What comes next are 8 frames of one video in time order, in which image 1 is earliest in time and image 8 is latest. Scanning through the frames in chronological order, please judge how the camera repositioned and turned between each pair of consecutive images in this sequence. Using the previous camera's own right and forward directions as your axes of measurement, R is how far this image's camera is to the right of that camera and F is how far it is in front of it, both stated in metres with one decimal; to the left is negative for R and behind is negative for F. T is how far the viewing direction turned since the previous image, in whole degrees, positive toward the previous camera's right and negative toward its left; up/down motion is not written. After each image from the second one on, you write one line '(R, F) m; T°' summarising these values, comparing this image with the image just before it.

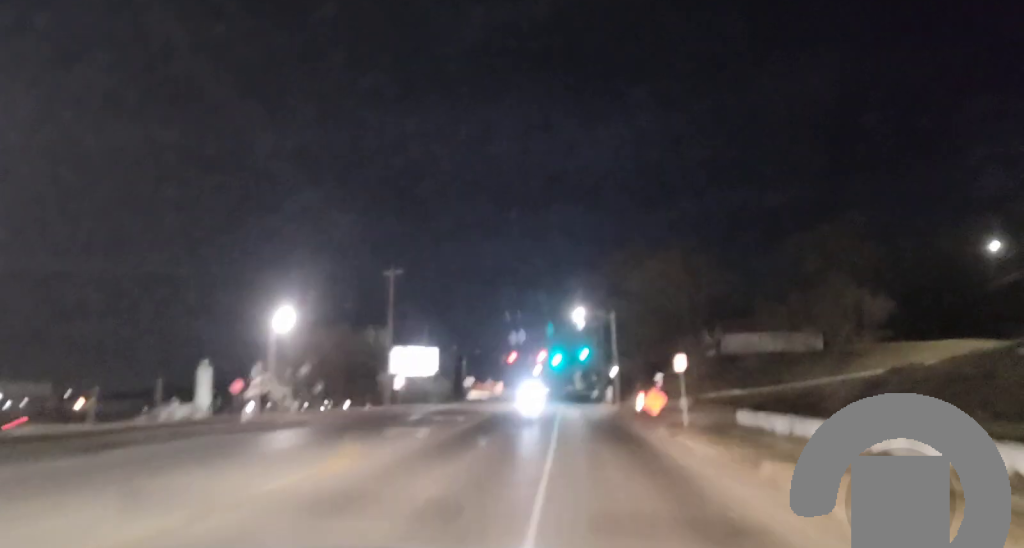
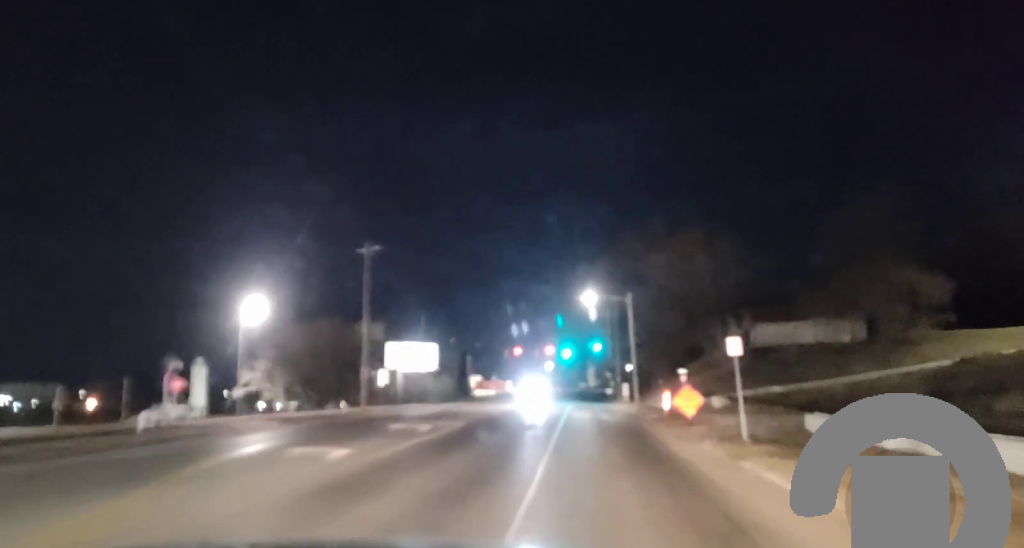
(0.0, +10.1) m; 0°
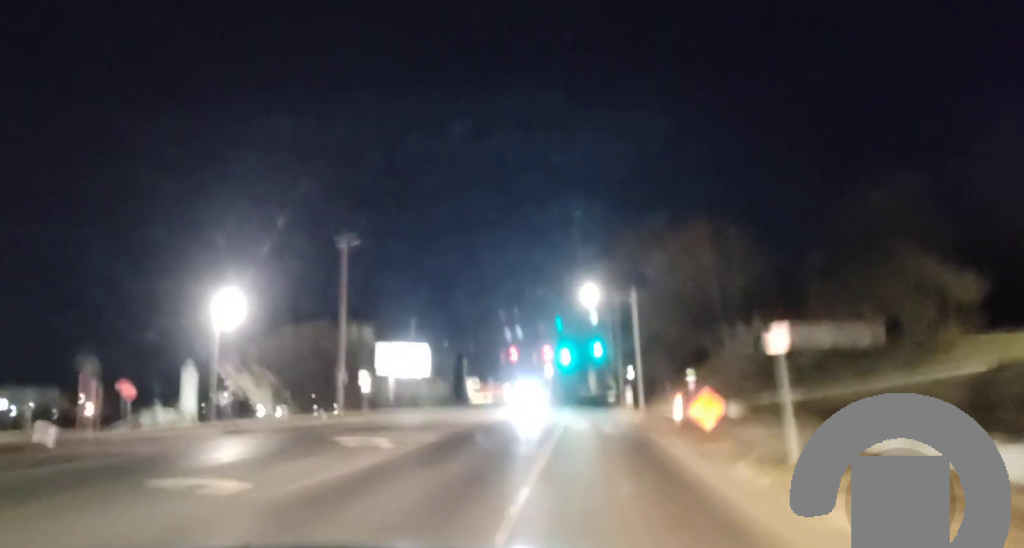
(0.0, +5.8) m; 0°
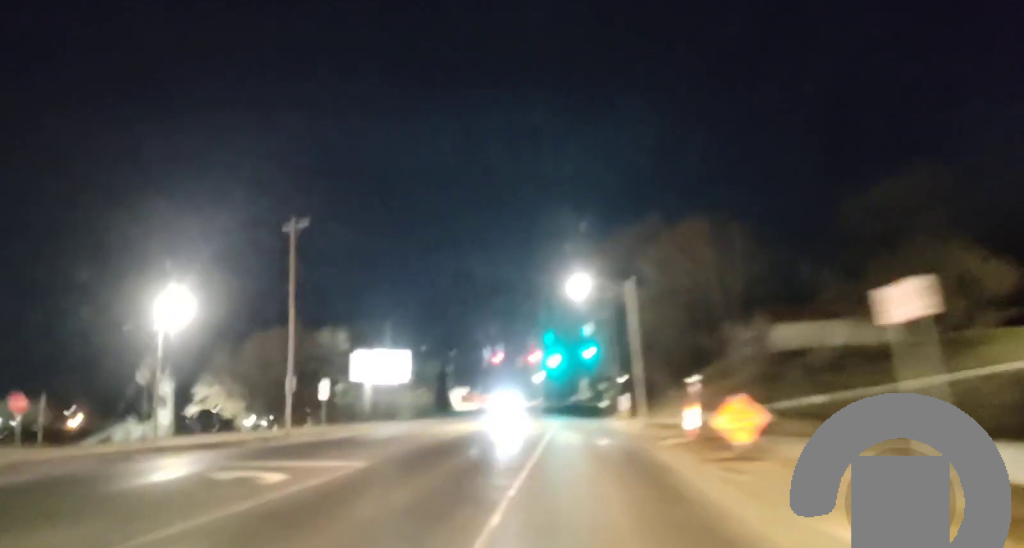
(0.0, +7.3) m; -1°
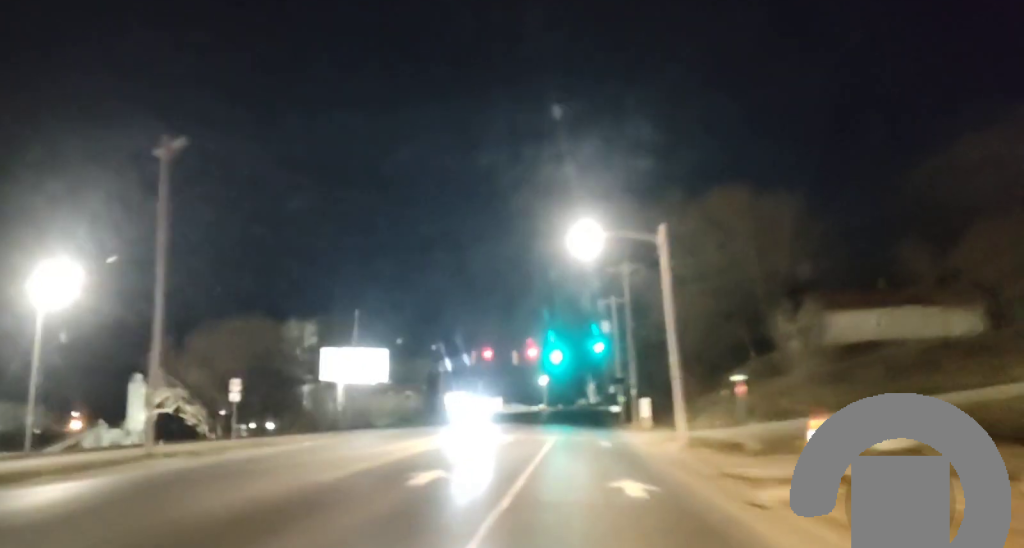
(-0.2, +14.1) m; -1°
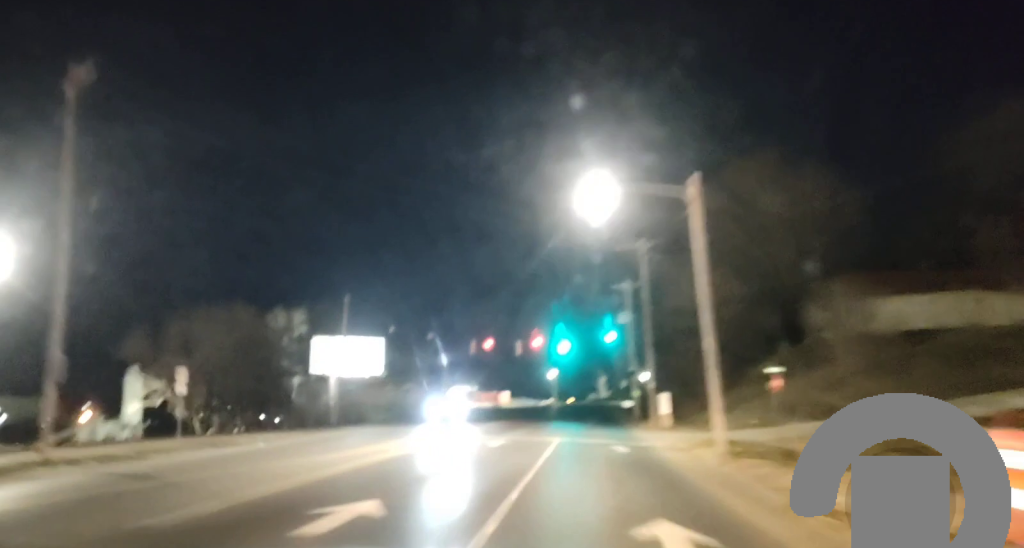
(-0.1, +6.7) m; 0°
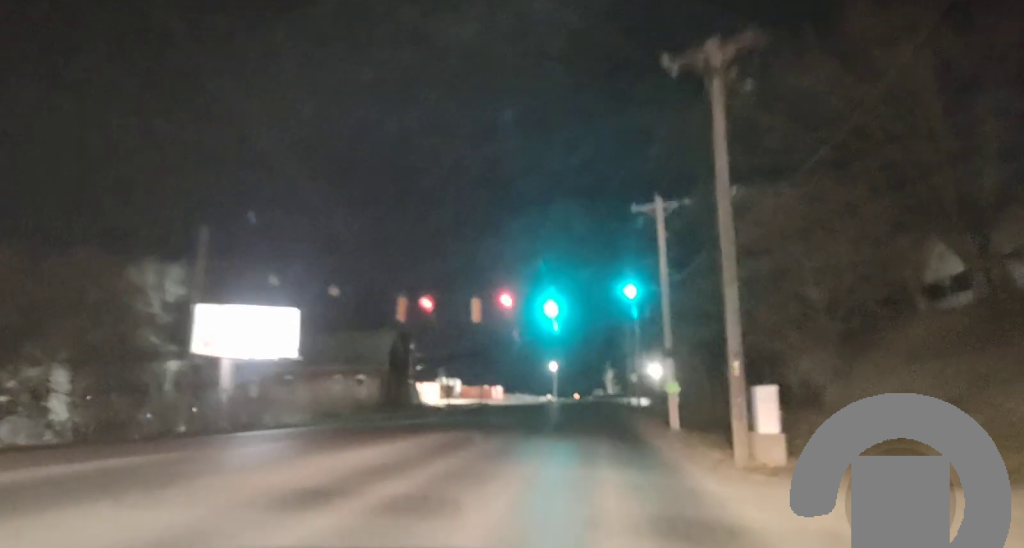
(-0.2, +25.0) m; -1°
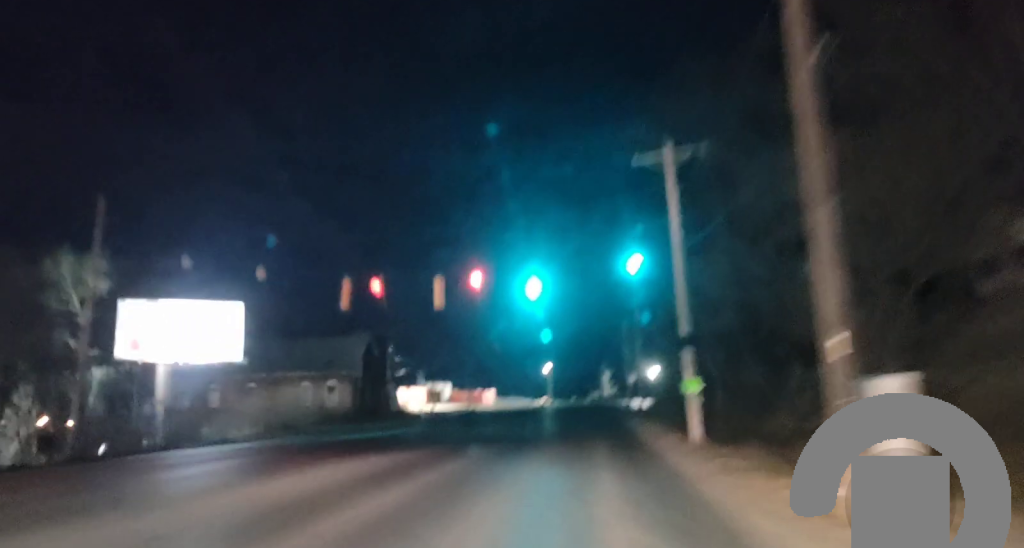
(+0.1, +8.3) m; +1°
